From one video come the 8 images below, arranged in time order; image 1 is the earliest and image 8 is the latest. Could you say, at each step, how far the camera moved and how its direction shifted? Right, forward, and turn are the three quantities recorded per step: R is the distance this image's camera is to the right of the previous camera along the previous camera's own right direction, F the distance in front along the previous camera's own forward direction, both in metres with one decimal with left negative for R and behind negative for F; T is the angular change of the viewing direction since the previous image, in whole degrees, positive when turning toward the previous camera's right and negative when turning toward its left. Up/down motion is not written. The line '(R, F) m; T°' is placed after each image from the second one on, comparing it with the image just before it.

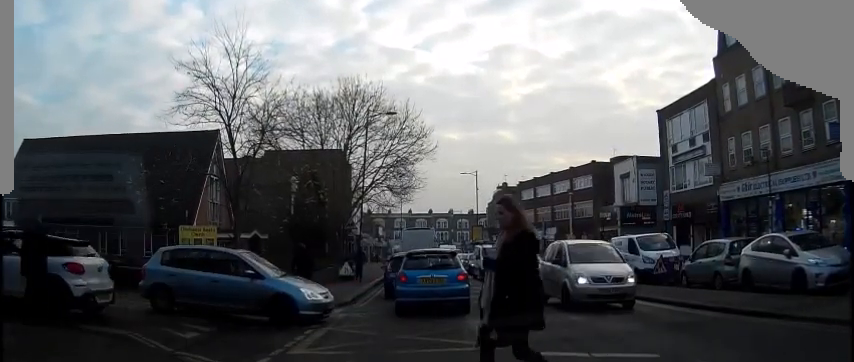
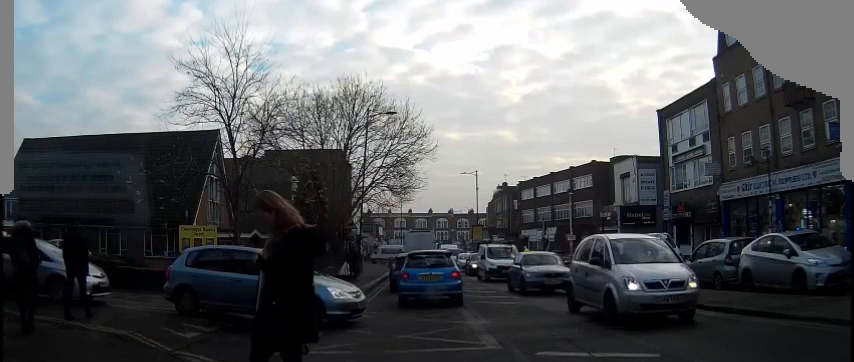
(0.0, 0.0) m; 0°
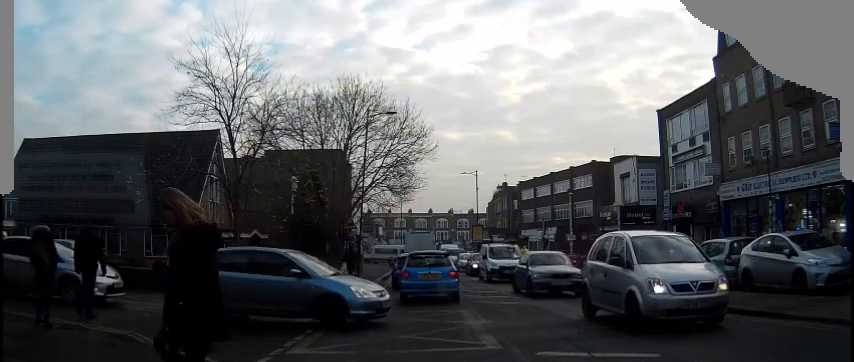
(0.0, 0.0) m; 0°
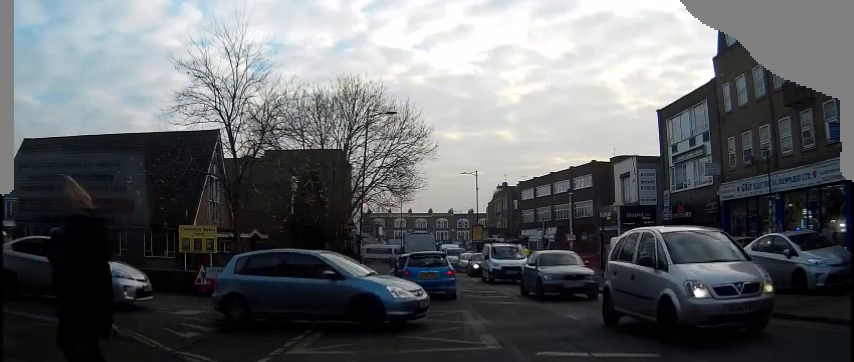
(0.0, 0.0) m; 0°
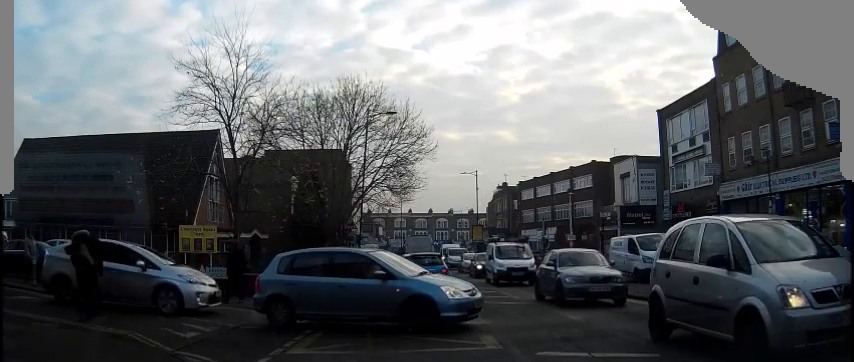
(0.0, 0.0) m; 0°
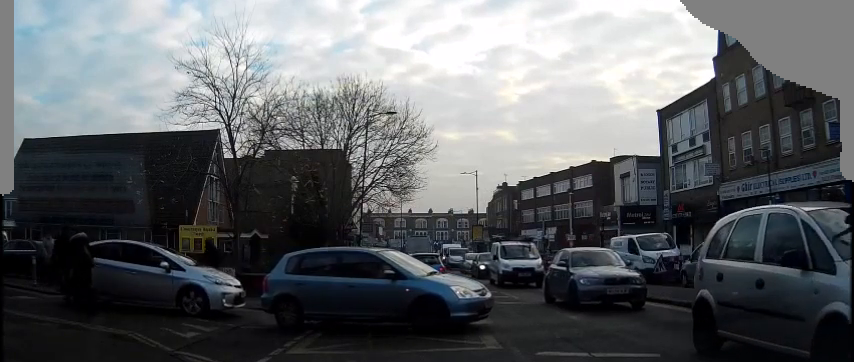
(0.0, 0.0) m; 0°
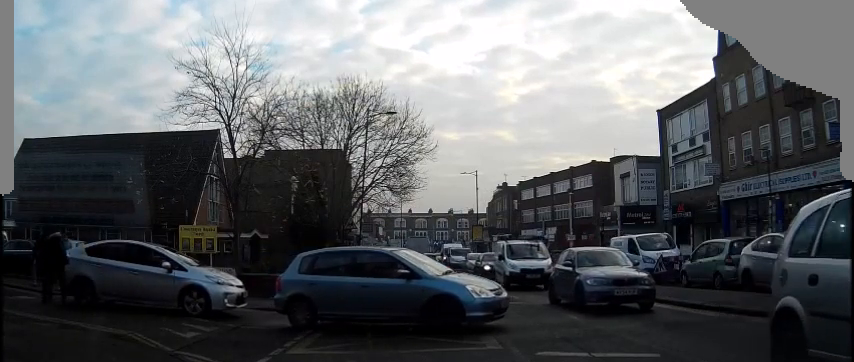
(0.0, 0.0) m; 0°
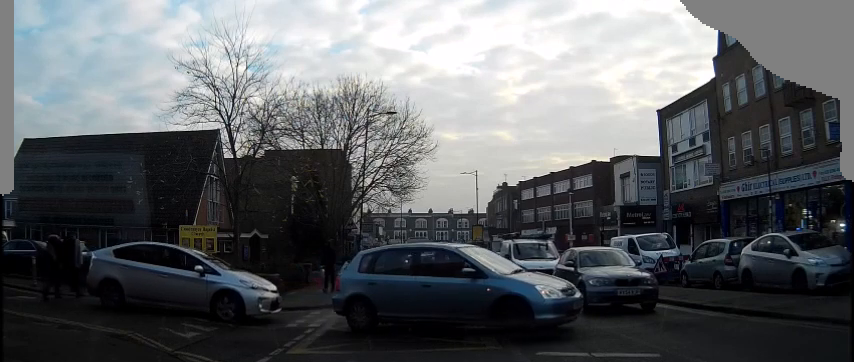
(0.0, 0.0) m; 0°
